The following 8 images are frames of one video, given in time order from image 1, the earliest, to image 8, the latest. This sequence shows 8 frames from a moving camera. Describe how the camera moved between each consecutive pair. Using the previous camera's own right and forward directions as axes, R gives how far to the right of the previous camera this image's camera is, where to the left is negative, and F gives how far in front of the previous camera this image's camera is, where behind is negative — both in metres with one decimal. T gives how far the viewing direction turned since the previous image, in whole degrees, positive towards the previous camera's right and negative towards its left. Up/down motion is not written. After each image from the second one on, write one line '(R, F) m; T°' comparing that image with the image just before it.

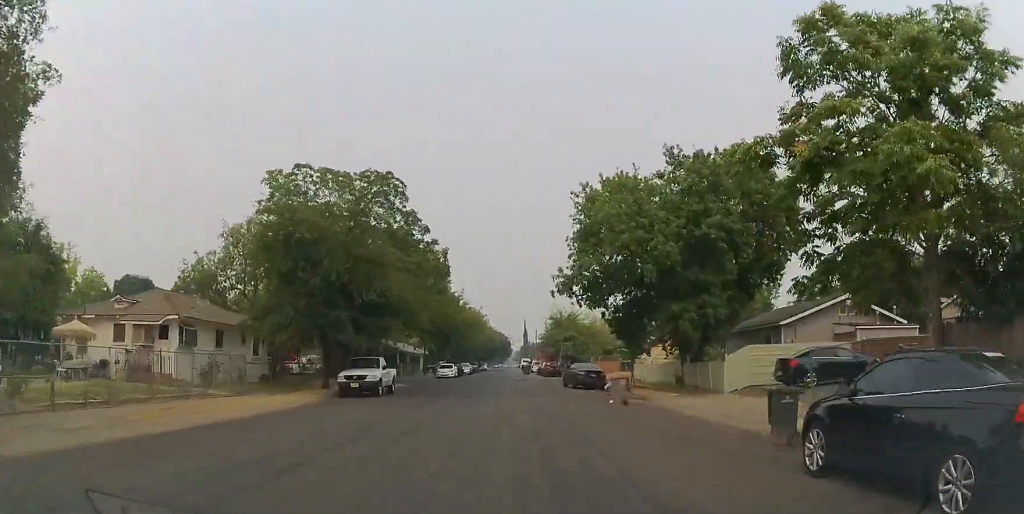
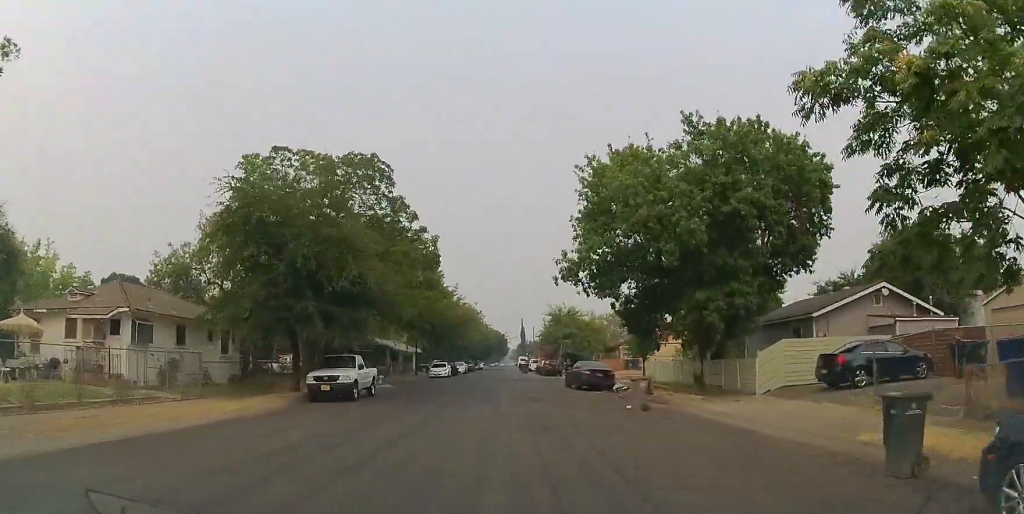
(0.0, +3.4) m; 0°
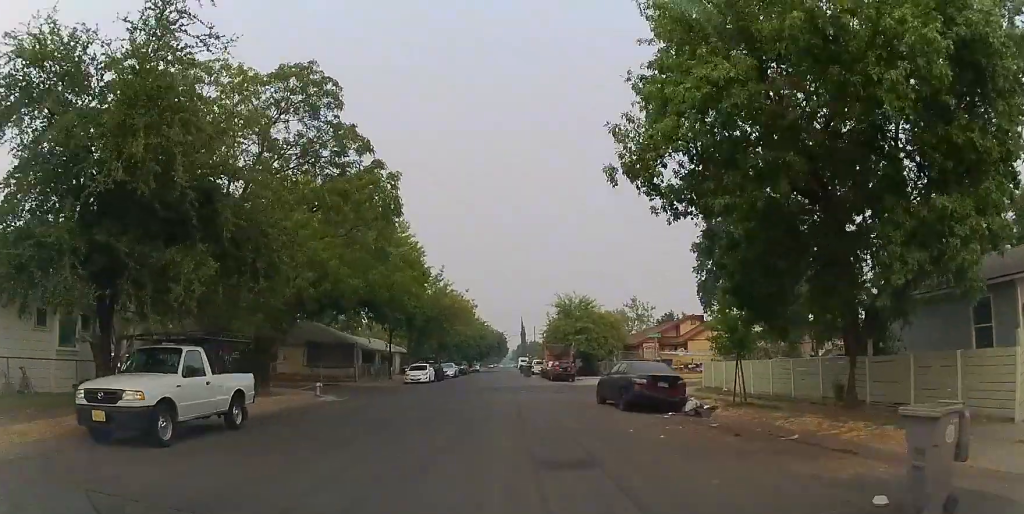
(0.0, +11.8) m; 0°
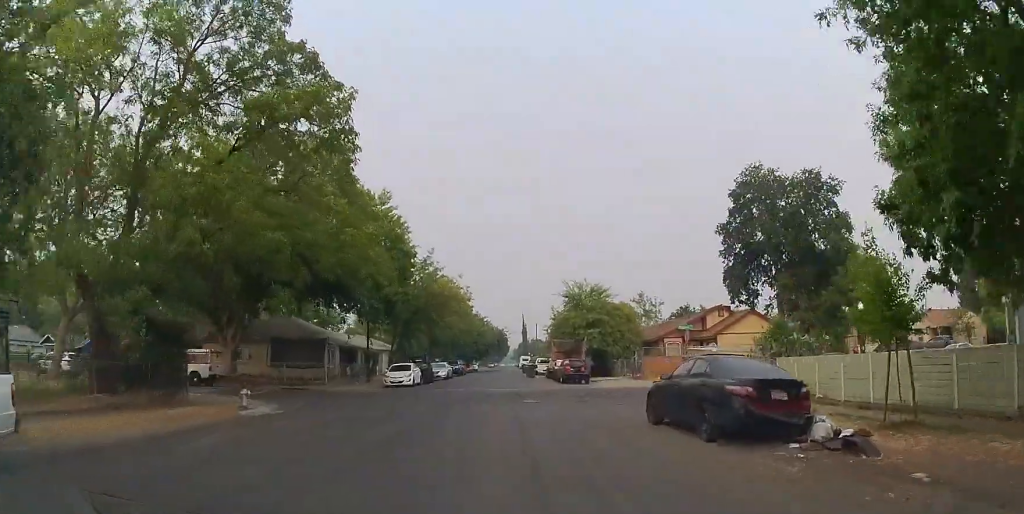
(0.0, +7.1) m; 0°
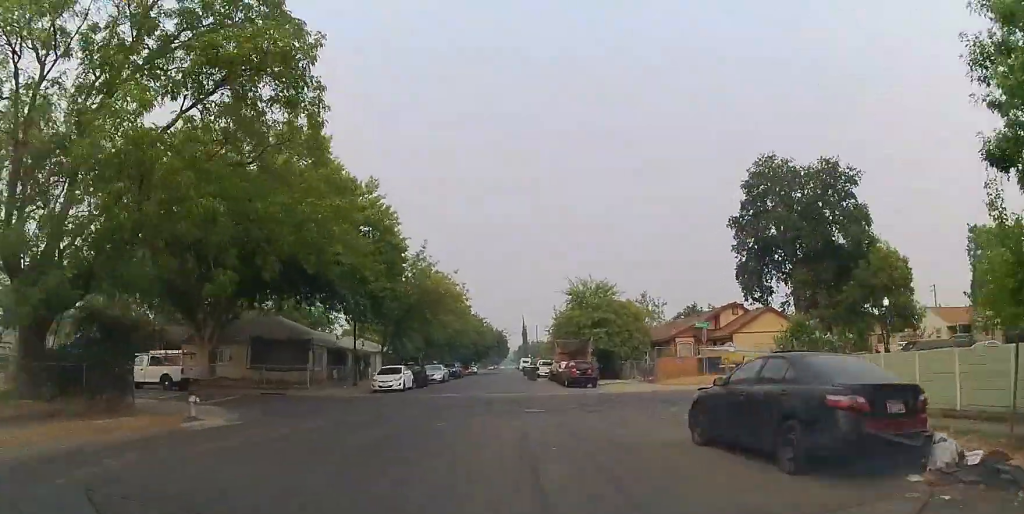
(0.0, +3.1) m; 0°
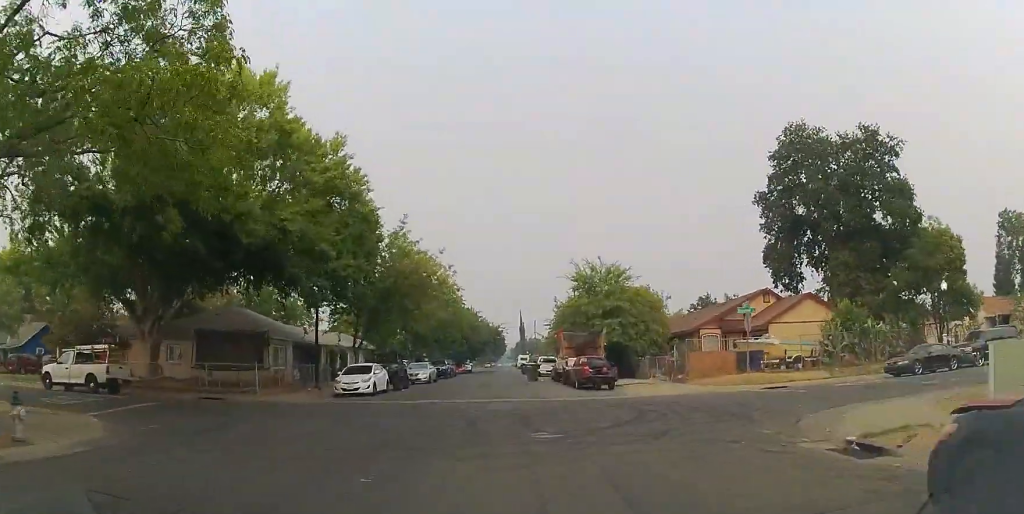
(0.0, +6.3) m; 0°
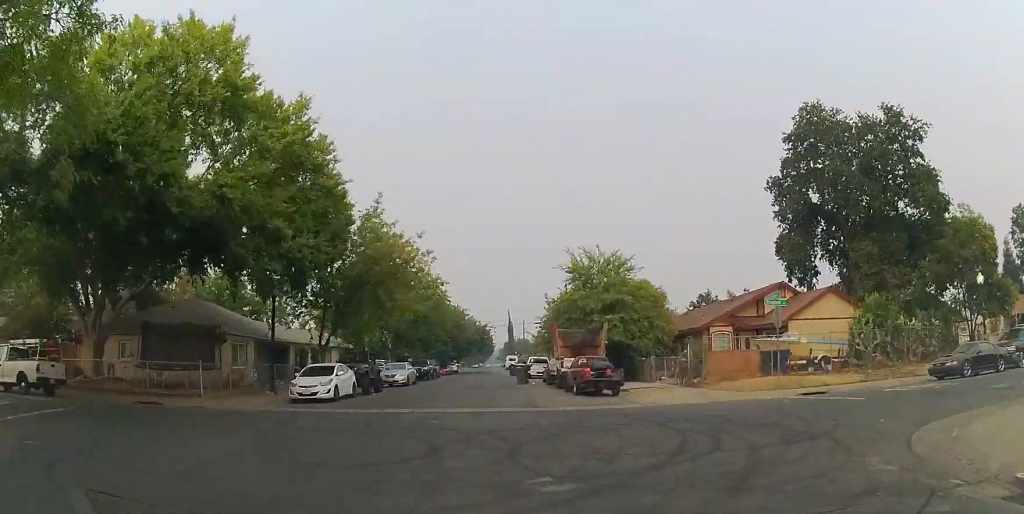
(0.0, +4.6) m; 0°
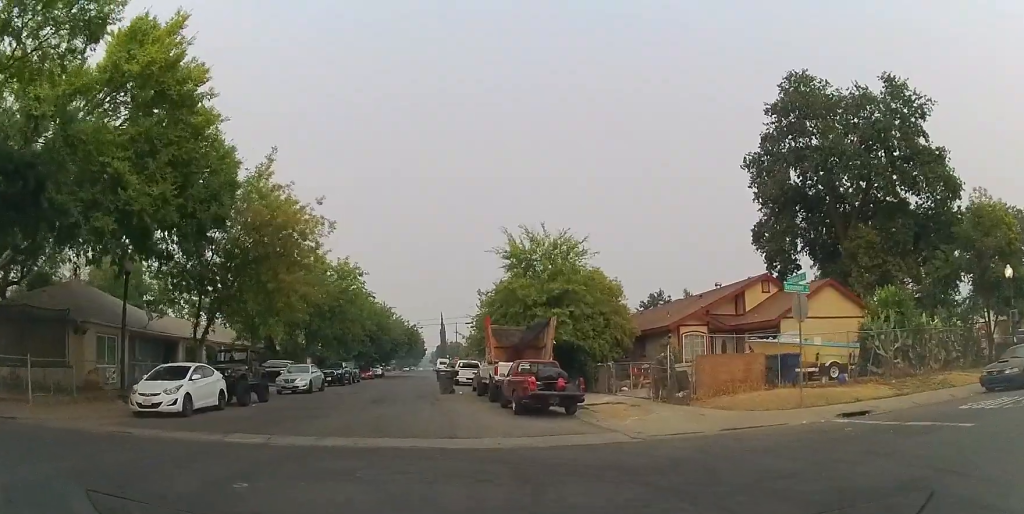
(+0.5, +7.2) m; +7°
